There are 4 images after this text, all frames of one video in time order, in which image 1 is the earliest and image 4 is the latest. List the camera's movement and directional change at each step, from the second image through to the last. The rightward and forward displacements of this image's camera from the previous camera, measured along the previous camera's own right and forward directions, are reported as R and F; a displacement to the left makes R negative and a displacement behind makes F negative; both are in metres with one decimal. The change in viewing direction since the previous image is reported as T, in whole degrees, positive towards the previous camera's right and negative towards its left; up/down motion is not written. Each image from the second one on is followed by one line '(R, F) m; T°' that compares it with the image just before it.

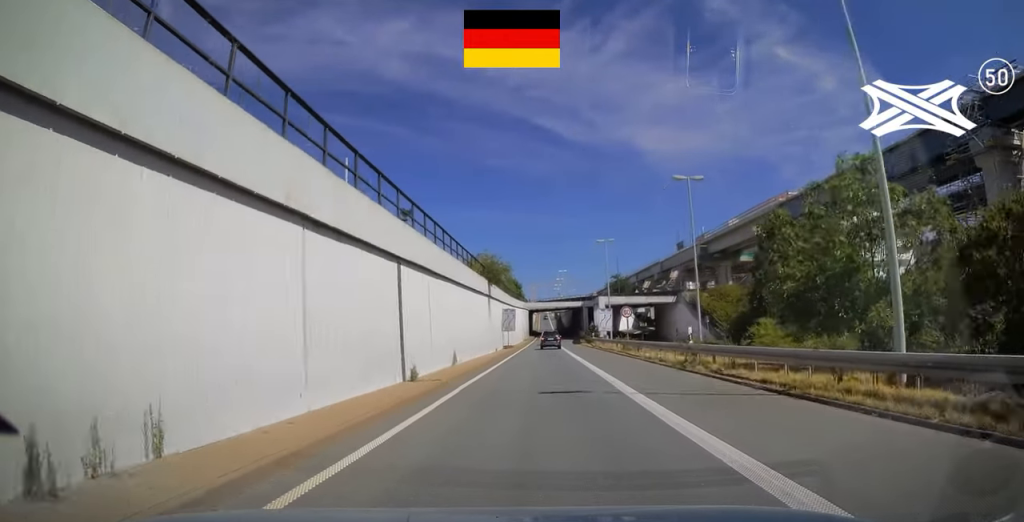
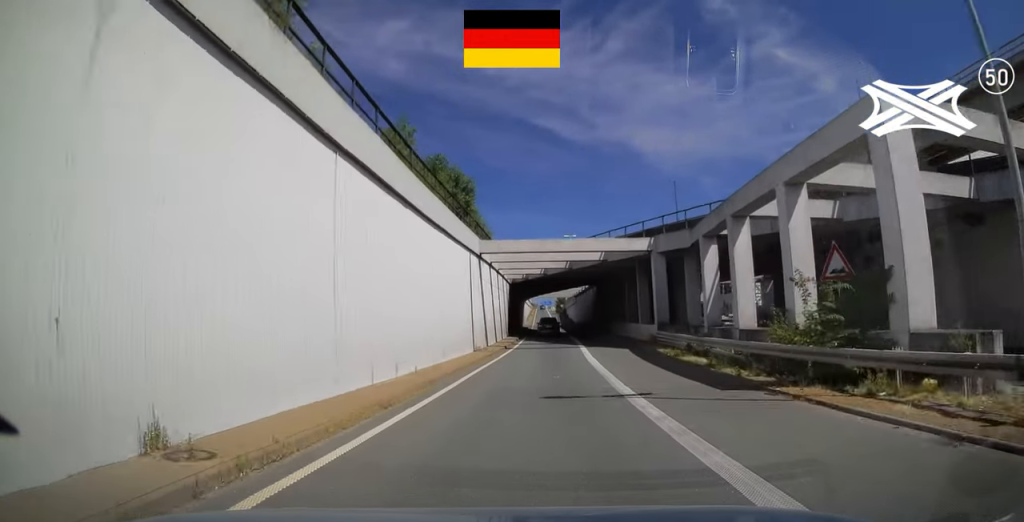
(-0.1, +63.6) m; 0°
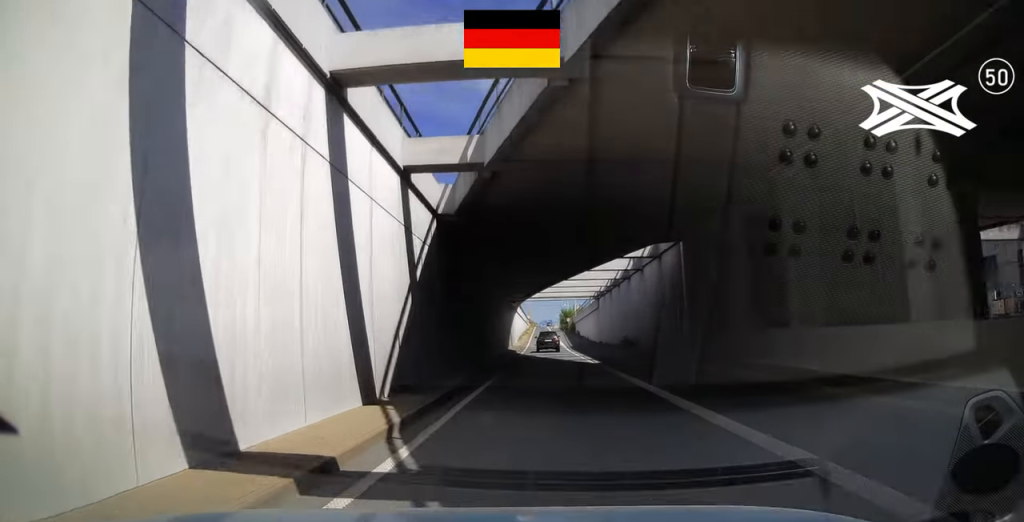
(-0.5, +41.2) m; -2°
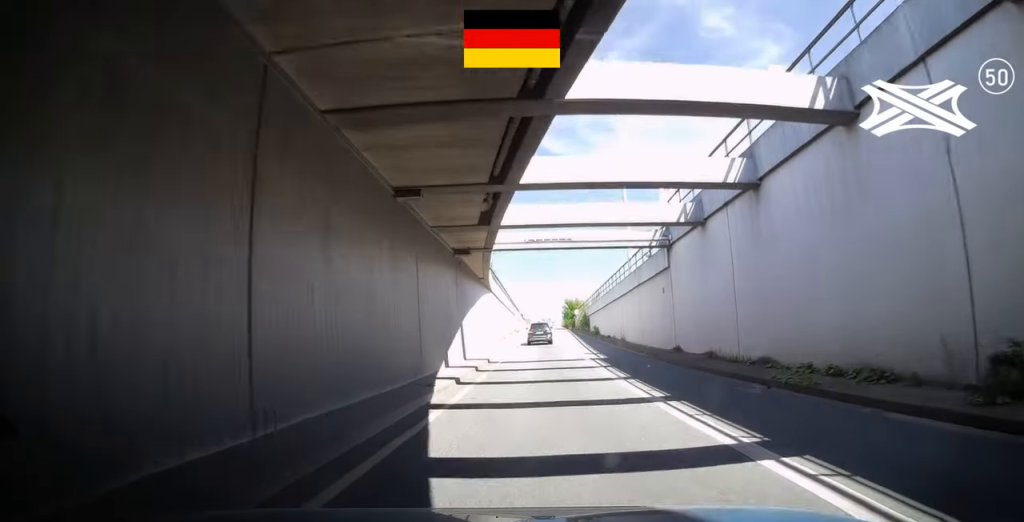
(-0.5, +37.0) m; 0°
